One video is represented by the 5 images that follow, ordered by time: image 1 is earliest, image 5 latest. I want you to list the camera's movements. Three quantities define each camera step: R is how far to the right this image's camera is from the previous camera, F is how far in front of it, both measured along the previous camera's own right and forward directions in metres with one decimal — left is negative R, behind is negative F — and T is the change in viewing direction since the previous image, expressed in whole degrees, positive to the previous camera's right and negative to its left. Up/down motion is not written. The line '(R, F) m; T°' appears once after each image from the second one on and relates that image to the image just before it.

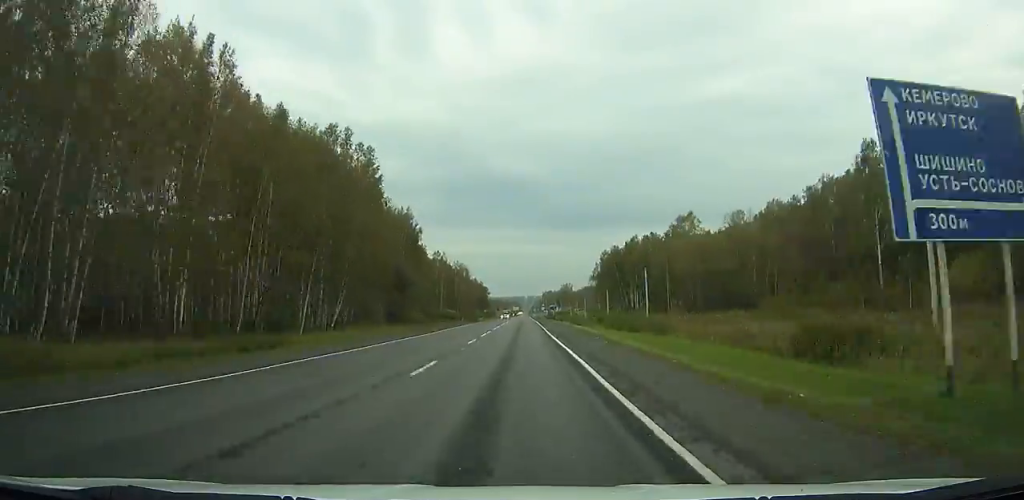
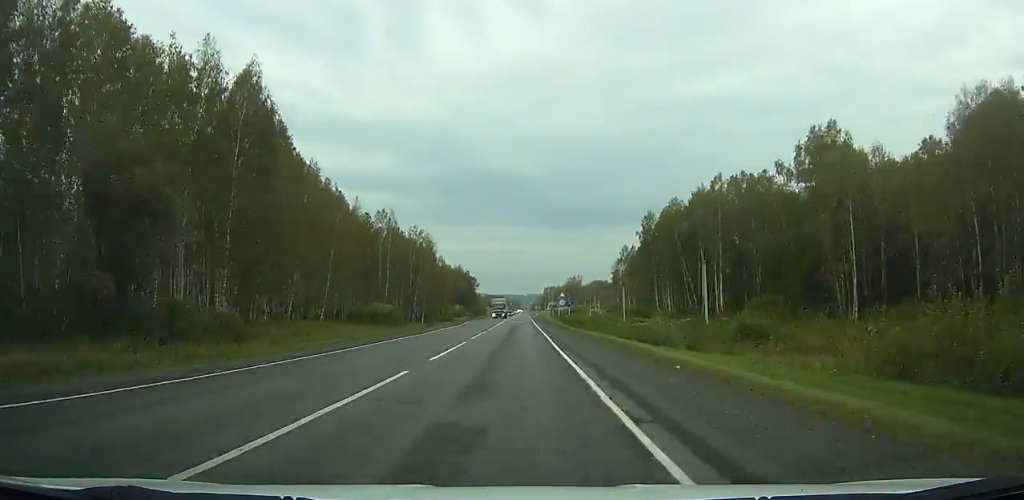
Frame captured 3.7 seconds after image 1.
(+0.3, +73.2) m; 0°
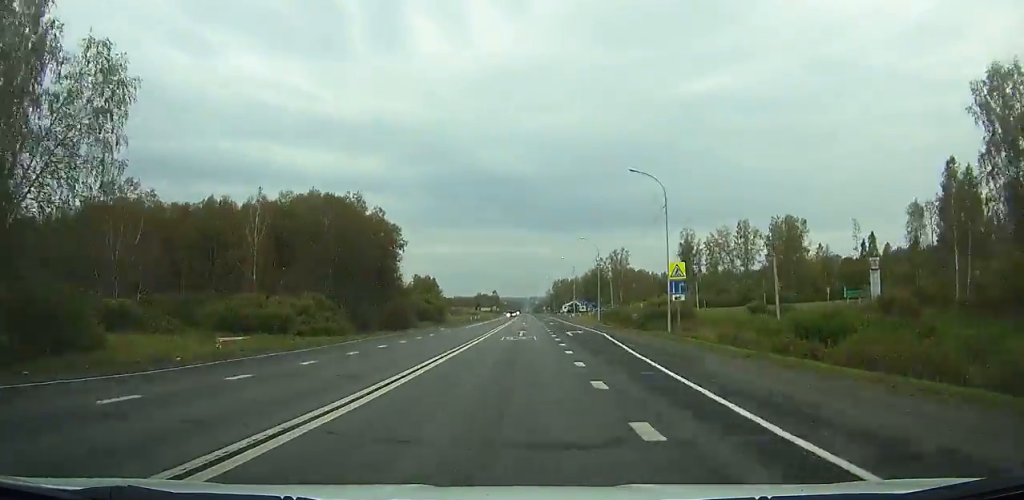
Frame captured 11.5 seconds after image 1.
(+0.2, +157.6) m; 0°
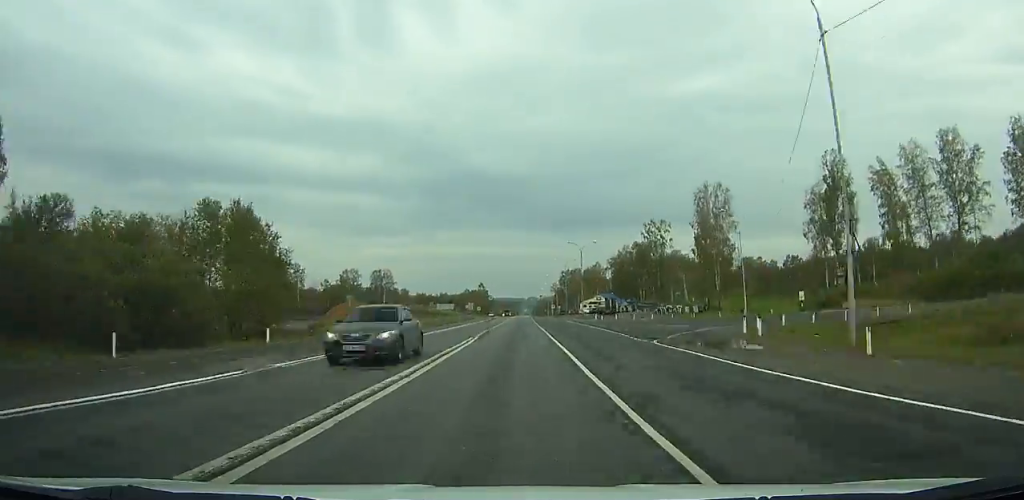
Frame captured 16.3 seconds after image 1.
(-0.1, +100.7) m; 0°
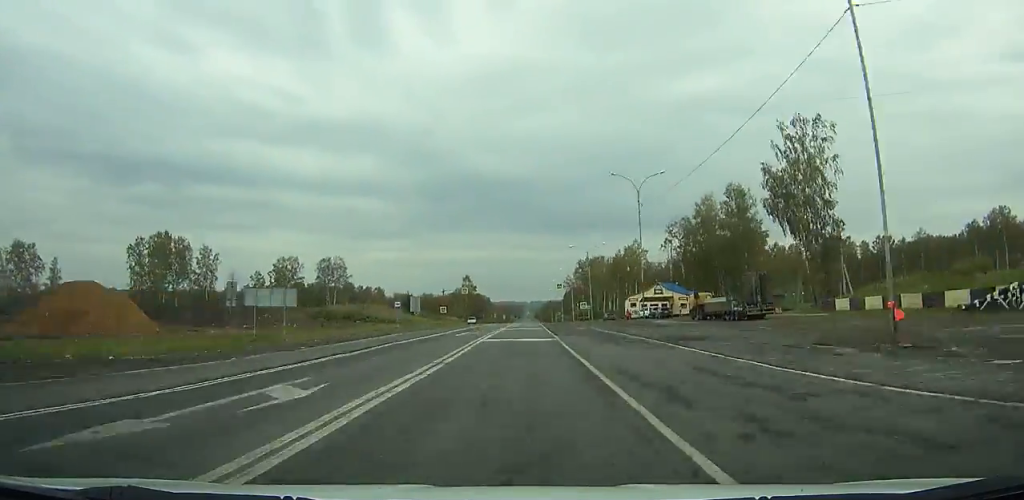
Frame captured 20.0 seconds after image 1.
(-0.3, +78.2) m; 0°
